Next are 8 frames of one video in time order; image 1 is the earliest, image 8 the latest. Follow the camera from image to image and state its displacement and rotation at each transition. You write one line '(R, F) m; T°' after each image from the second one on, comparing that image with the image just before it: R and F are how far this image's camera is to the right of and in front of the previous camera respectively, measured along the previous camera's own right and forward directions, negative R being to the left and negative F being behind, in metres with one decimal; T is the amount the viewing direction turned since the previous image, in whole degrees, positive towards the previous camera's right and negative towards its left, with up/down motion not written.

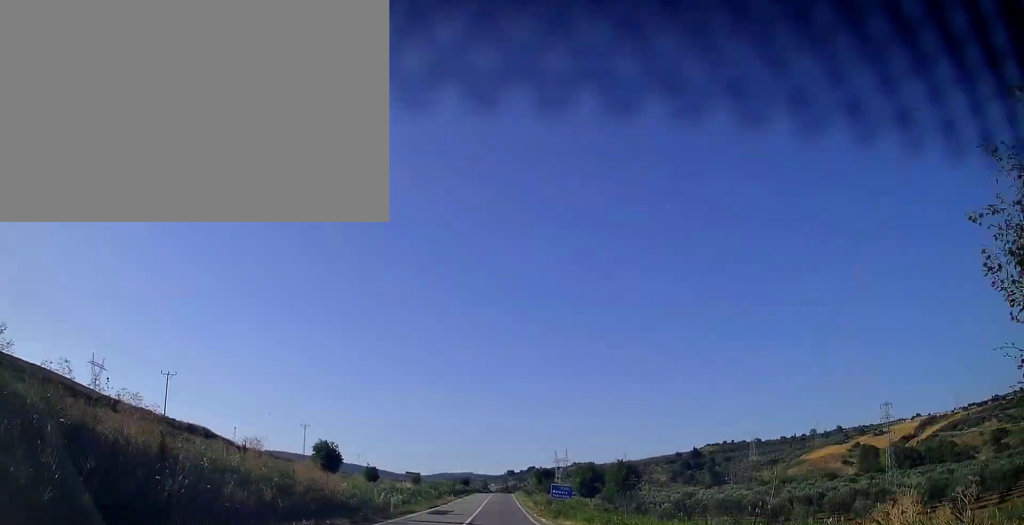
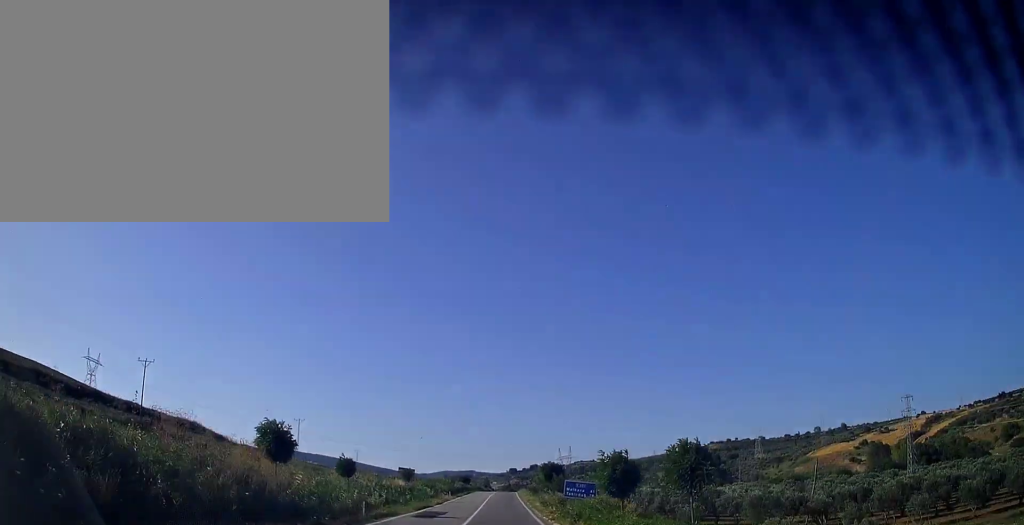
(0.0, +8.2) m; 0°
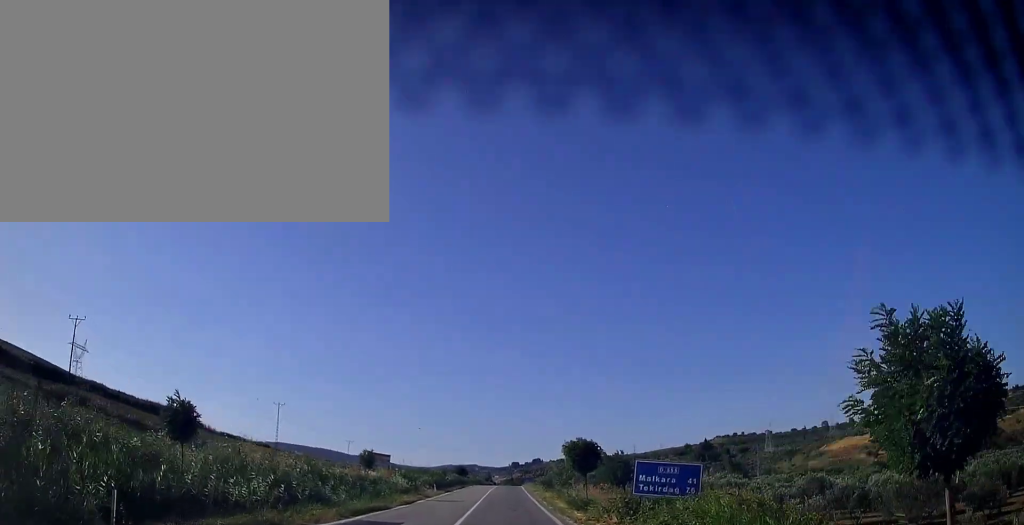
(+0.1, +18.2) m; 0°
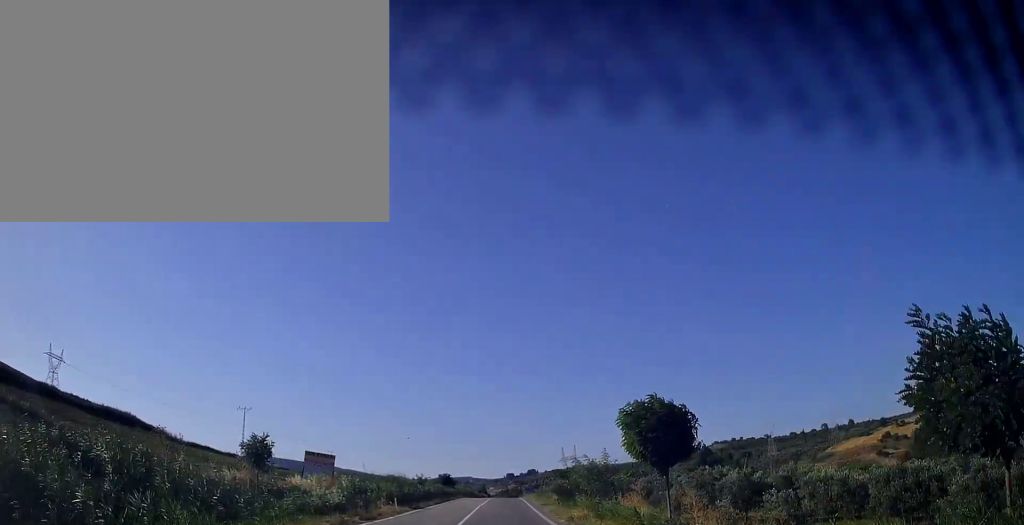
(-0.1, +16.8) m; 0°
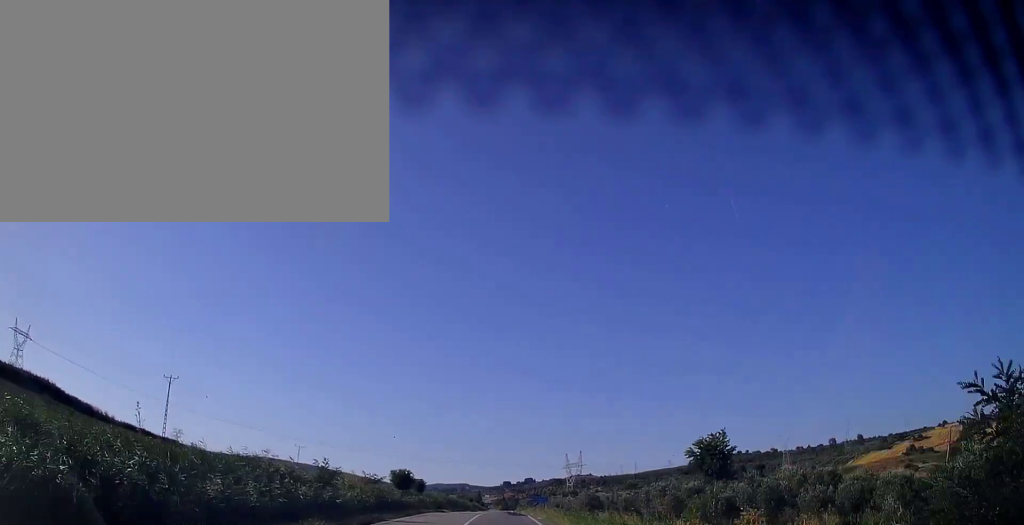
(+0.1, +32.8) m; 0°
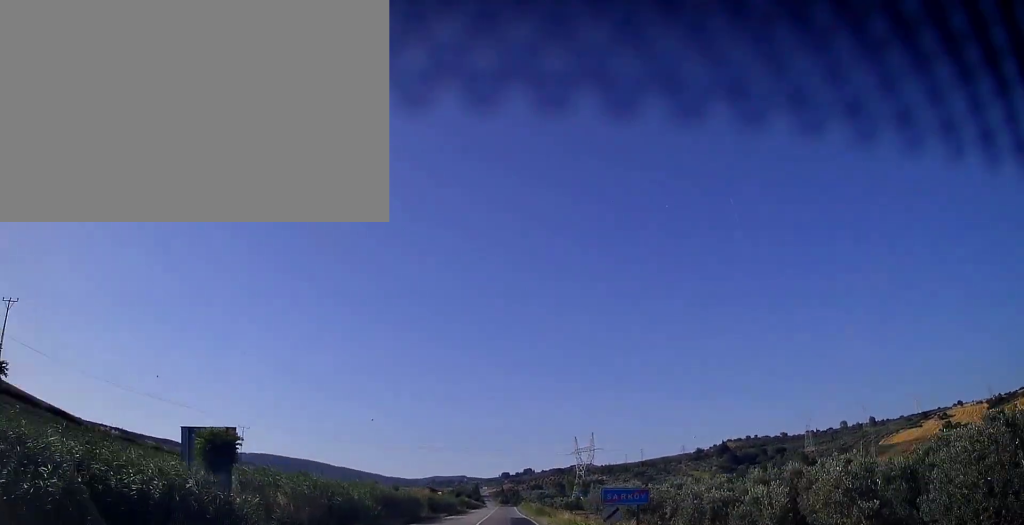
(+0.1, +41.2) m; 0°
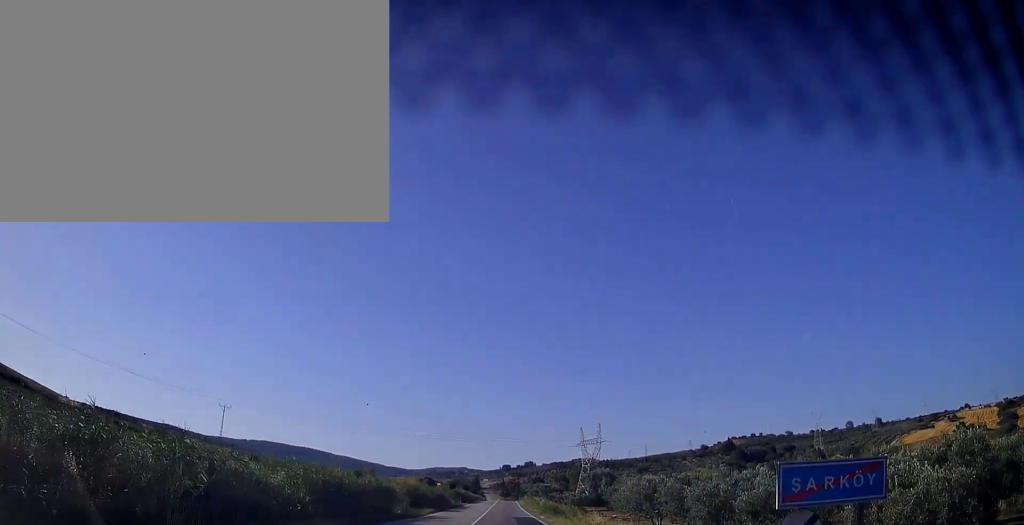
(0.0, +12.8) m; 0°
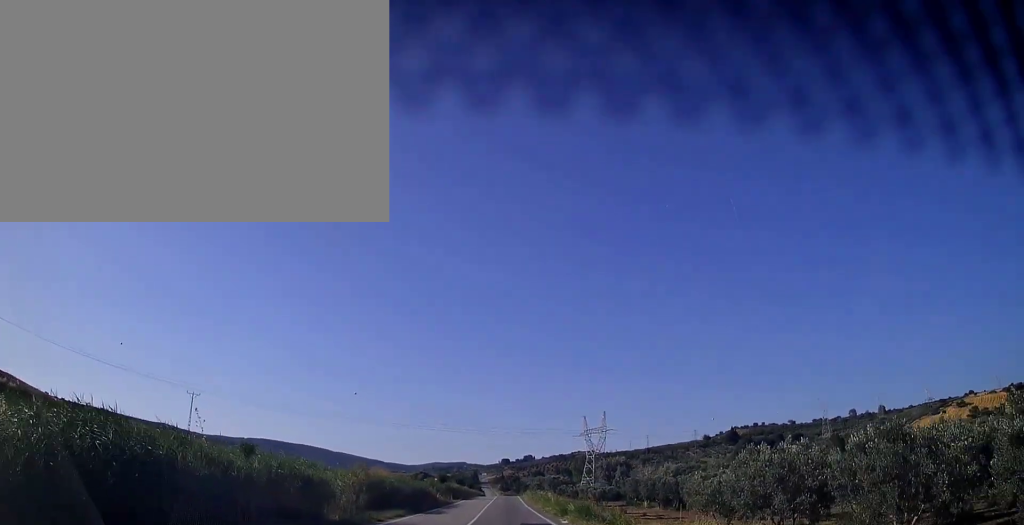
(0.0, +14.2) m; 0°
